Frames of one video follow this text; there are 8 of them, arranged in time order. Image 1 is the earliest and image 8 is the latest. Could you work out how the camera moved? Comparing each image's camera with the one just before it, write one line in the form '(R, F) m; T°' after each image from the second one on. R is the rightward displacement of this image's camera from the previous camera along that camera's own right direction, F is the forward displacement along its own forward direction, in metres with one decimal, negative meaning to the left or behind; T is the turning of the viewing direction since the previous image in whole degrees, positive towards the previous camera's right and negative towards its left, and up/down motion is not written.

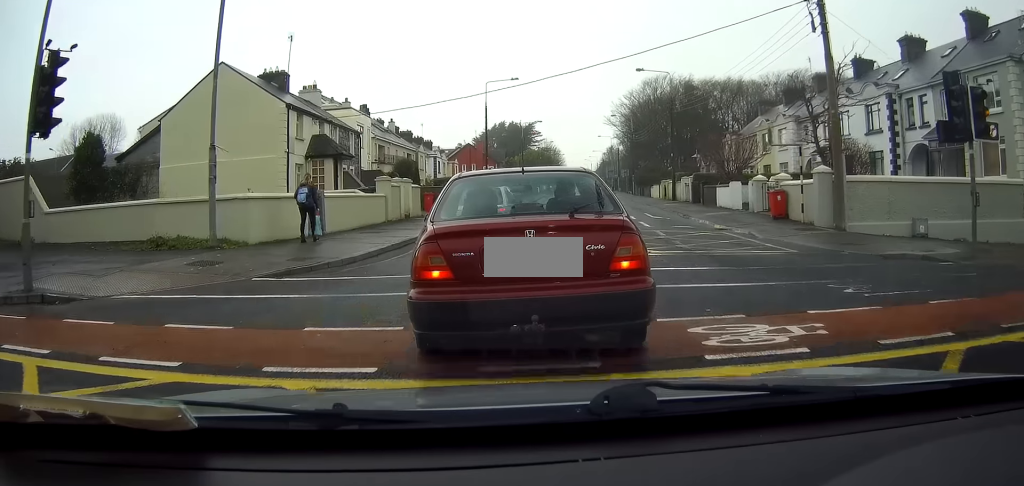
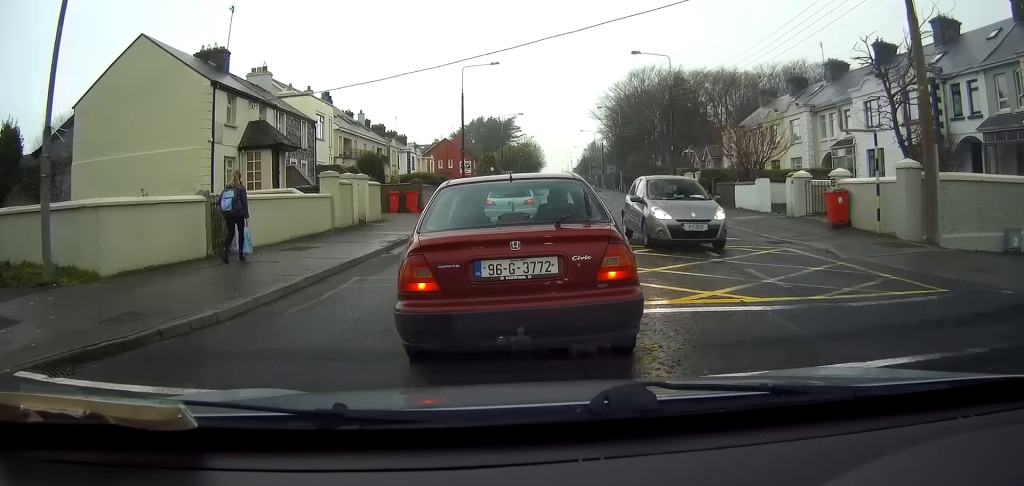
(+0.8, +6.1) m; +7°
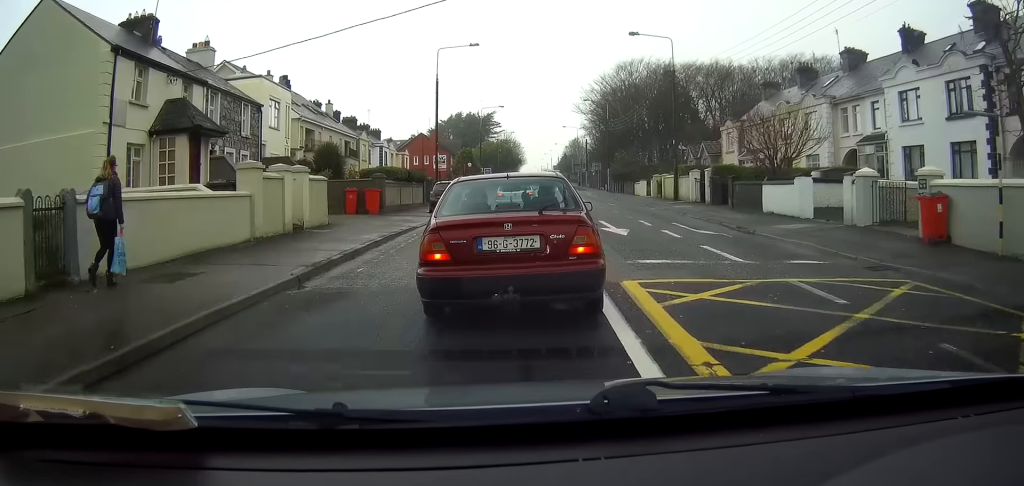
(-0.2, +6.2) m; -3°
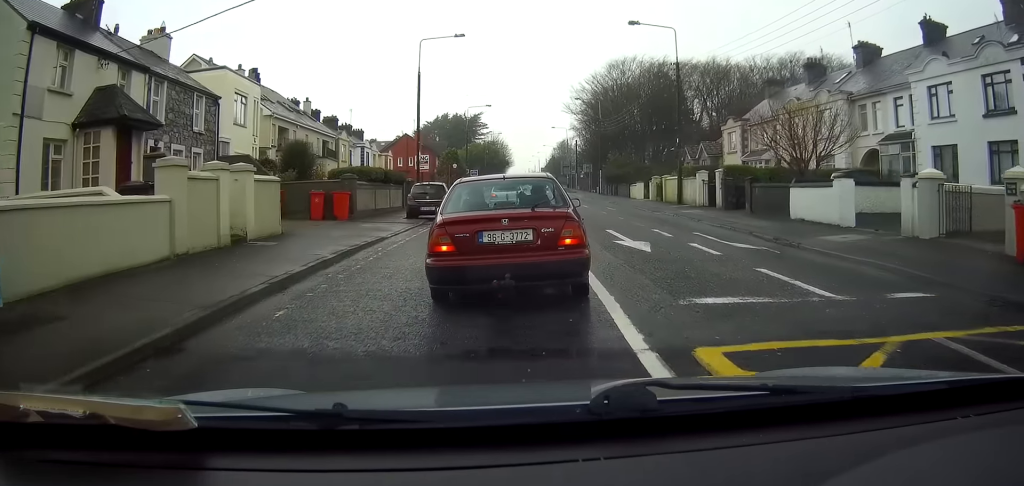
(-0.1, +3.7) m; -1°
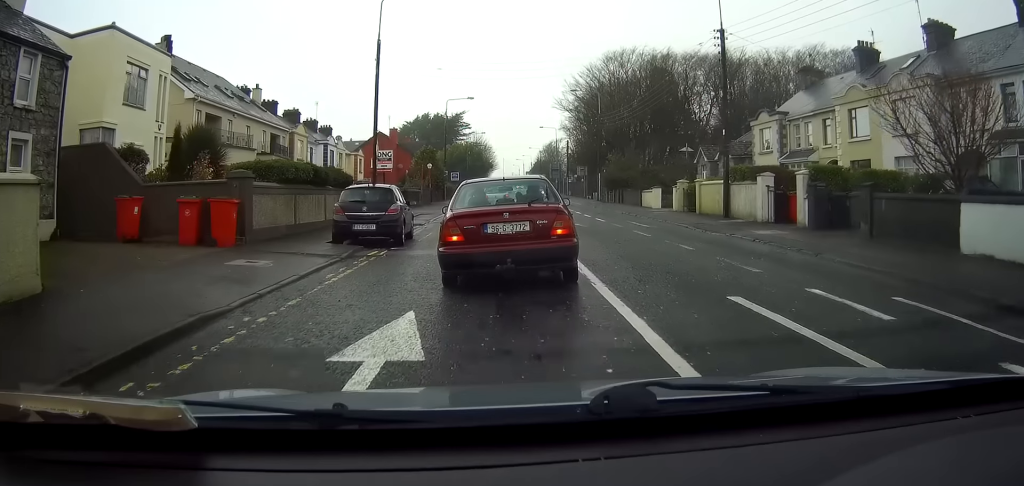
(0.0, +9.6) m; -1°
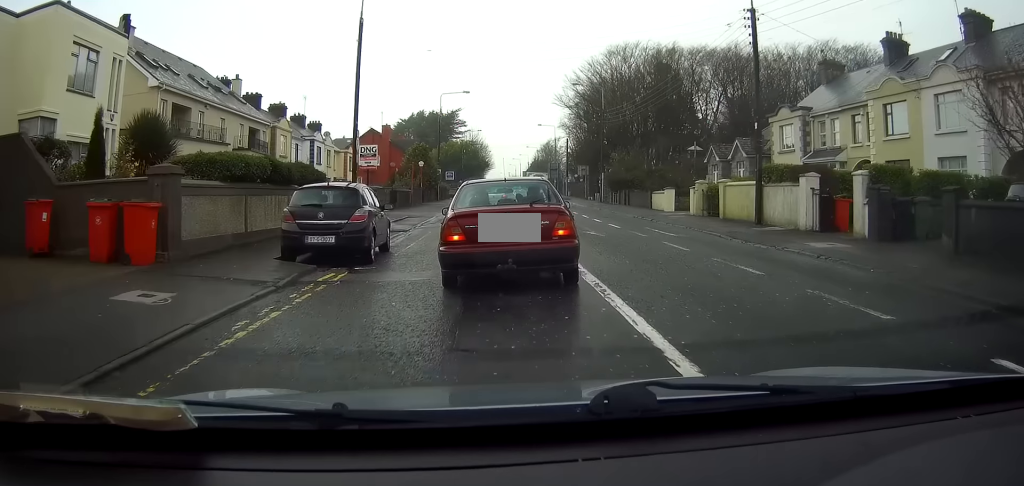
(0.0, +3.6) m; 0°
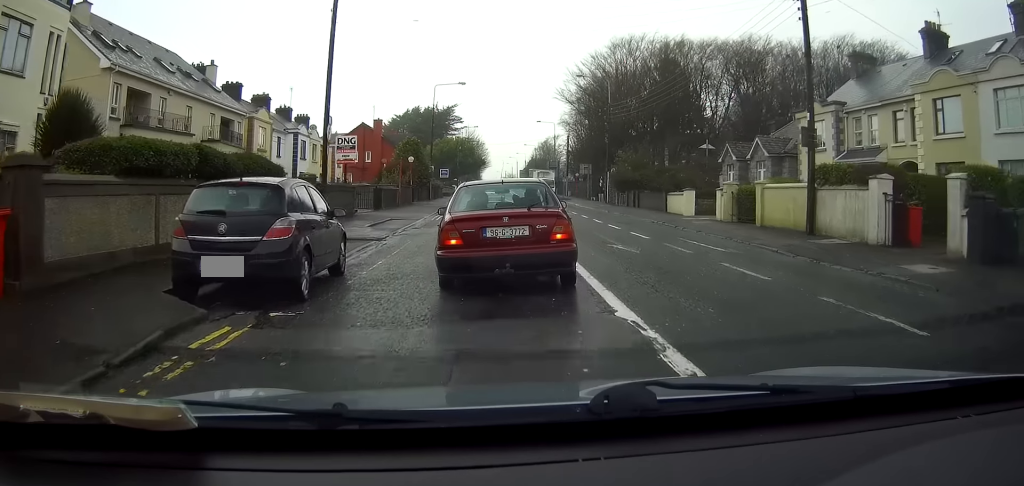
(-0.1, +4.3) m; +2°
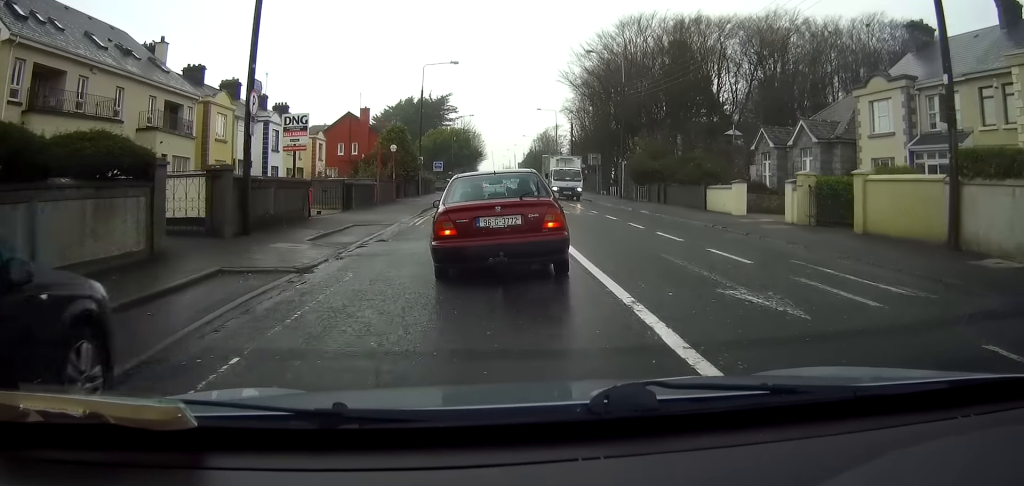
(+0.2, +7.1) m; +3°
